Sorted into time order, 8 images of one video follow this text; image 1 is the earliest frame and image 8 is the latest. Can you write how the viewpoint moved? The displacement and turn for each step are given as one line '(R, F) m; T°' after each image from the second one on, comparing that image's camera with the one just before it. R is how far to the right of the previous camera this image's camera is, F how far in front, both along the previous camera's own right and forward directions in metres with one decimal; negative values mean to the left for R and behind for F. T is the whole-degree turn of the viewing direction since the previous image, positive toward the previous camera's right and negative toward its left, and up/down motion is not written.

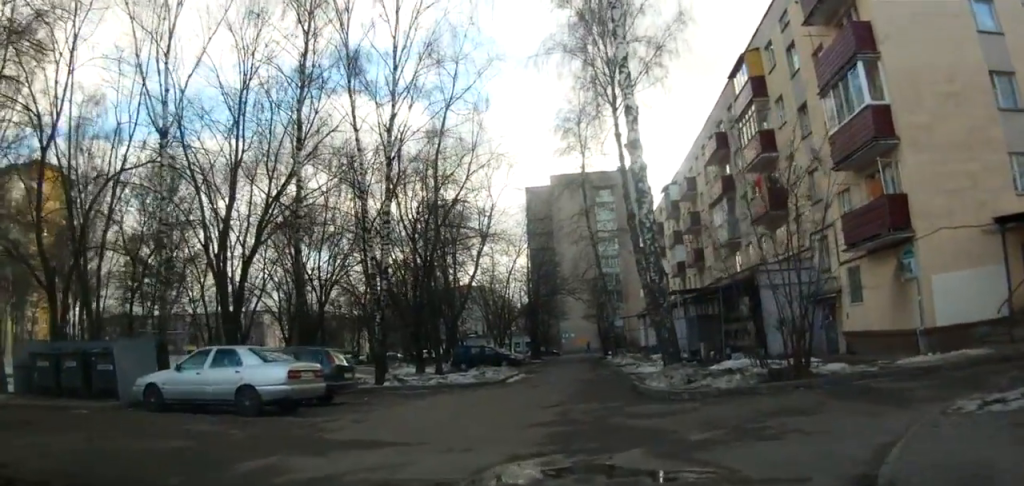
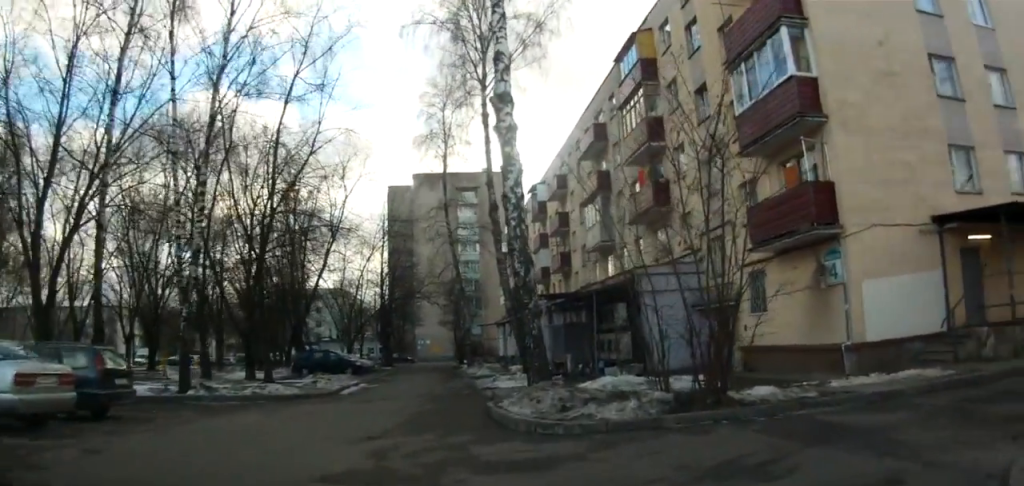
(+0.4, +2.8) m; +11°
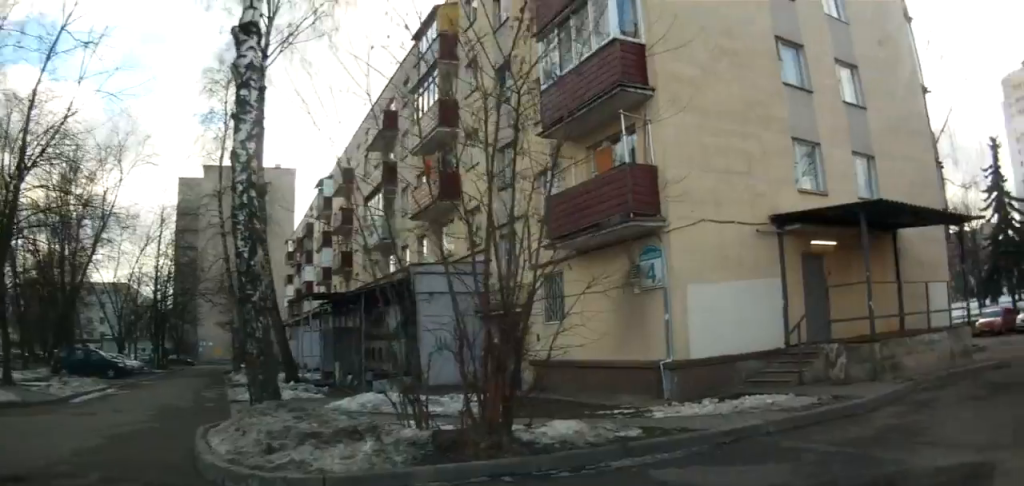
(+0.1, +2.9) m; +15°
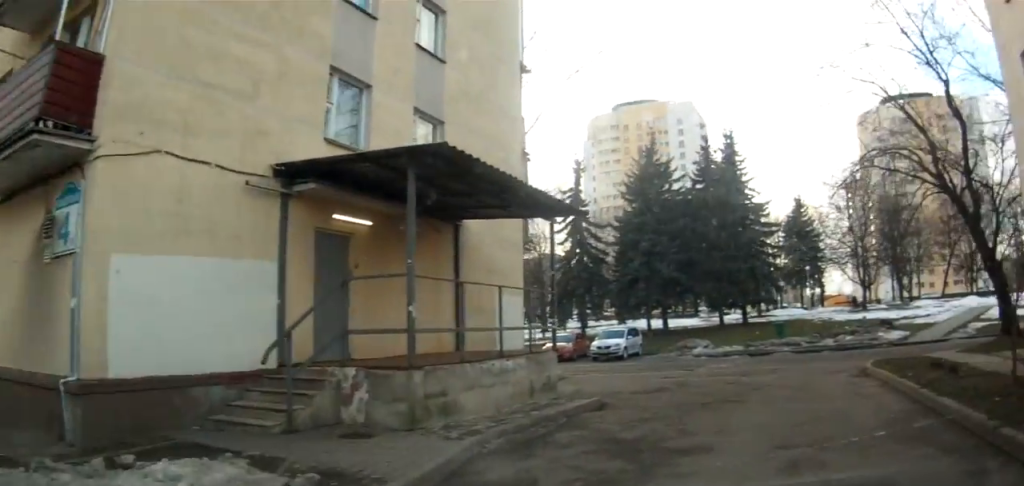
(+2.3, +4.5) m; +45°
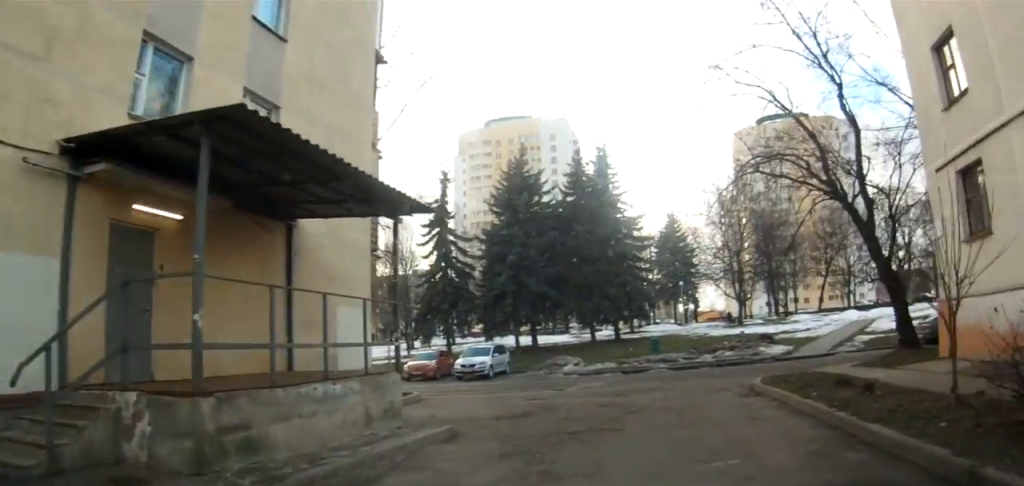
(+0.3, +2.0) m; +10°
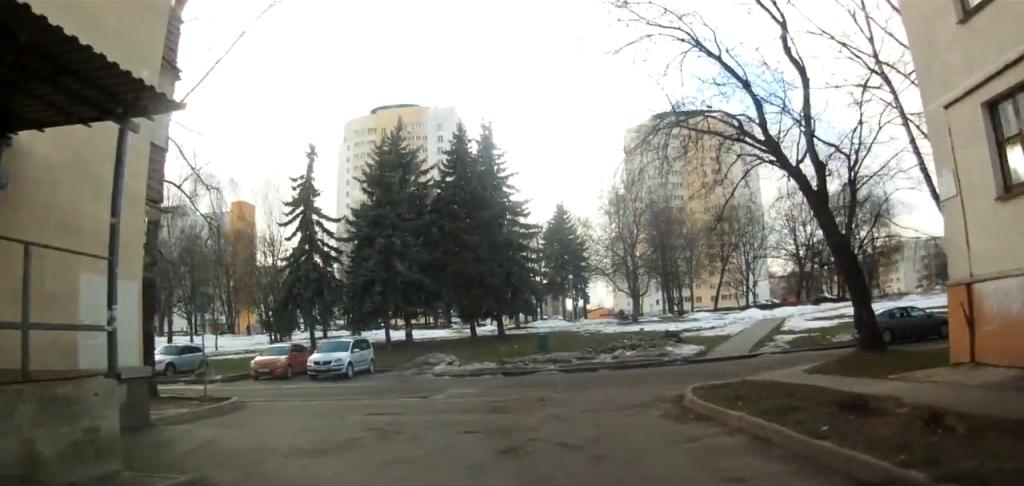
(+0.1, +5.3) m; +5°
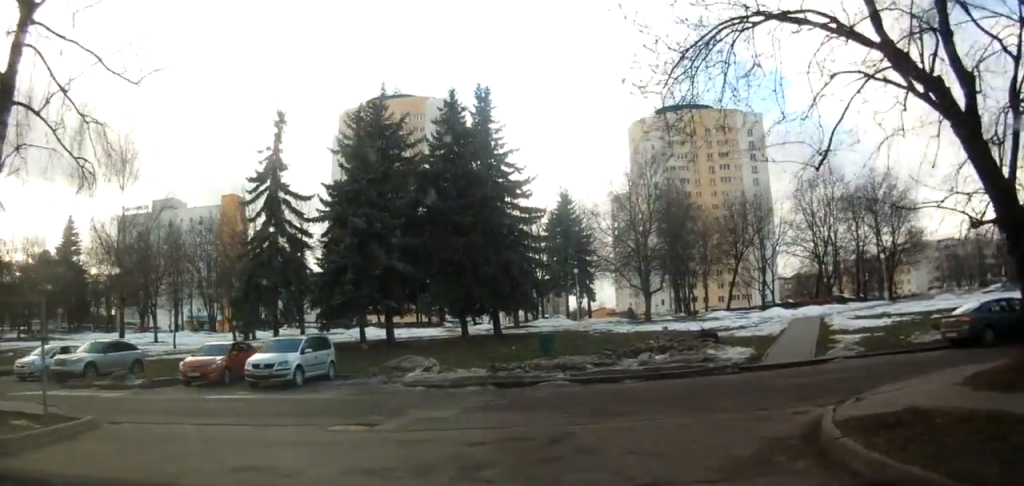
(+0.3, +6.2) m; -1°
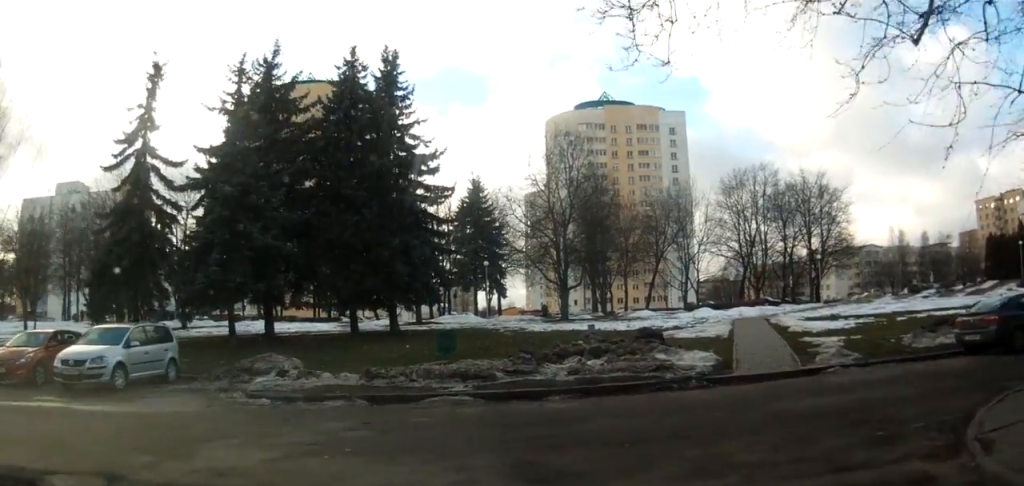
(-0.4, +6.0) m; 0°
